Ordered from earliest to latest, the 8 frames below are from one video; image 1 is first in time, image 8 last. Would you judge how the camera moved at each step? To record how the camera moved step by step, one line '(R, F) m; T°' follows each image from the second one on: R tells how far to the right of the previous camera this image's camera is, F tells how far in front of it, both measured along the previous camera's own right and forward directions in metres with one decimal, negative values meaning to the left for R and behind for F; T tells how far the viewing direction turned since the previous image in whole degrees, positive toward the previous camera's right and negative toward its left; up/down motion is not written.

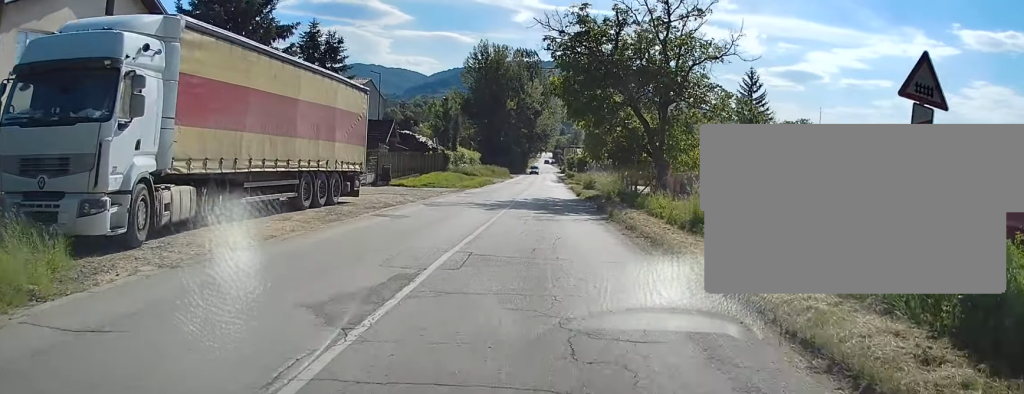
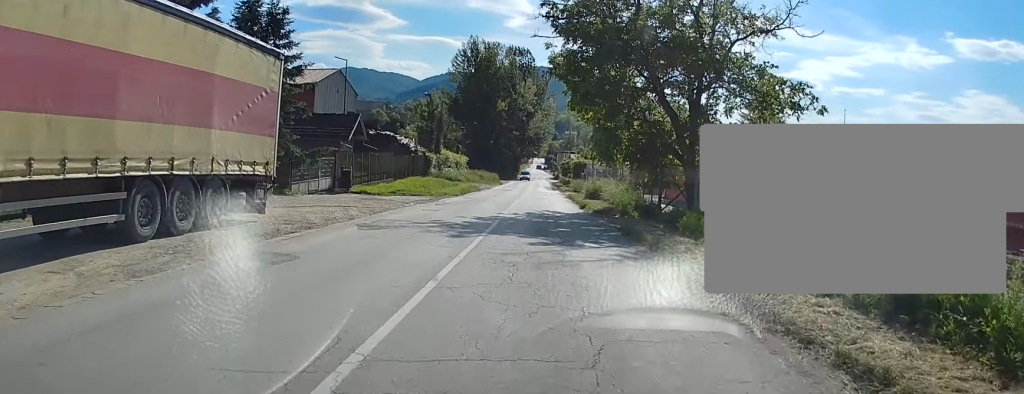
(0.0, +8.8) m; -1°
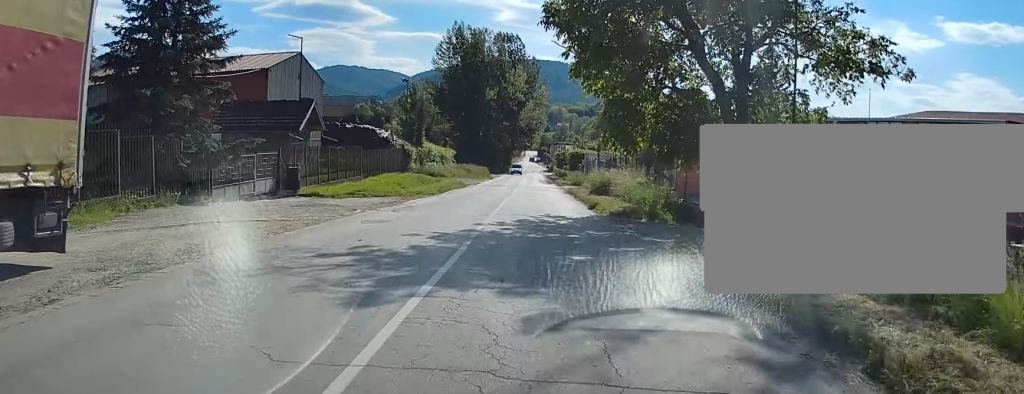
(0.0, +8.0) m; -1°
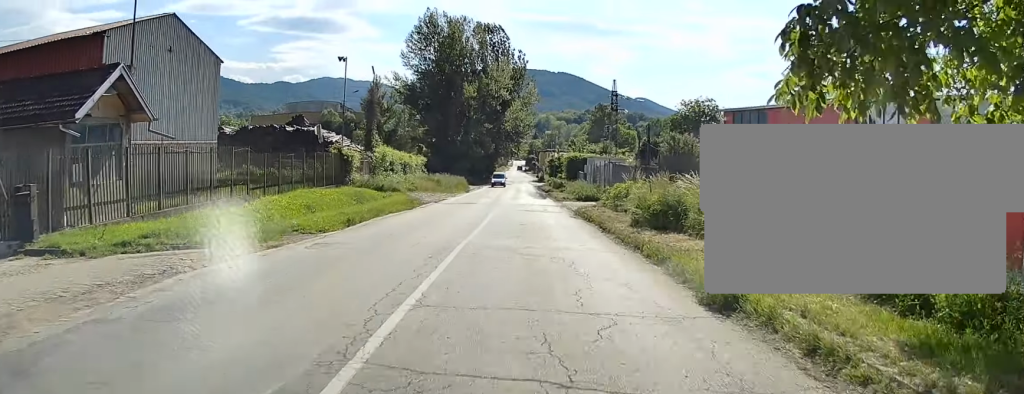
(-0.6, +17.9) m; -1°
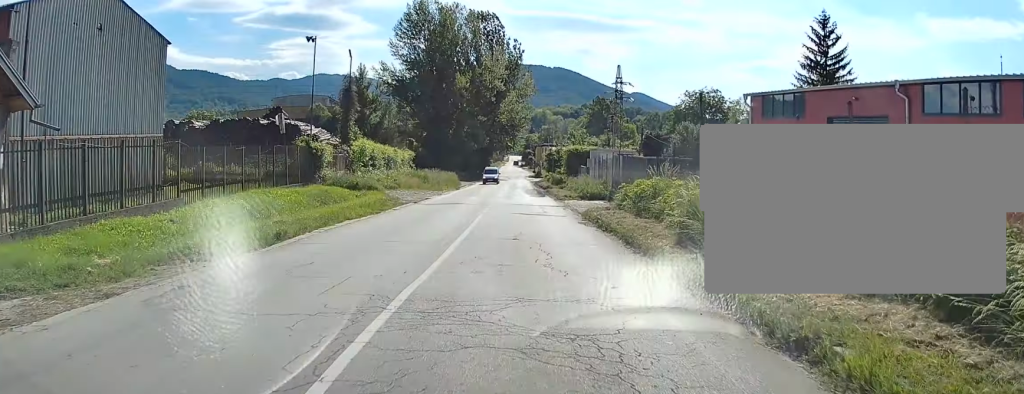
(-0.1, +6.1) m; +1°
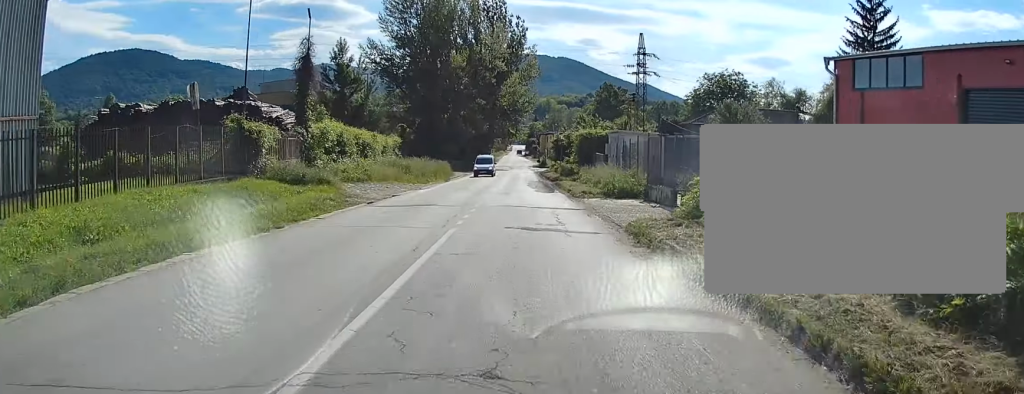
(+0.3, +10.2) m; +1°
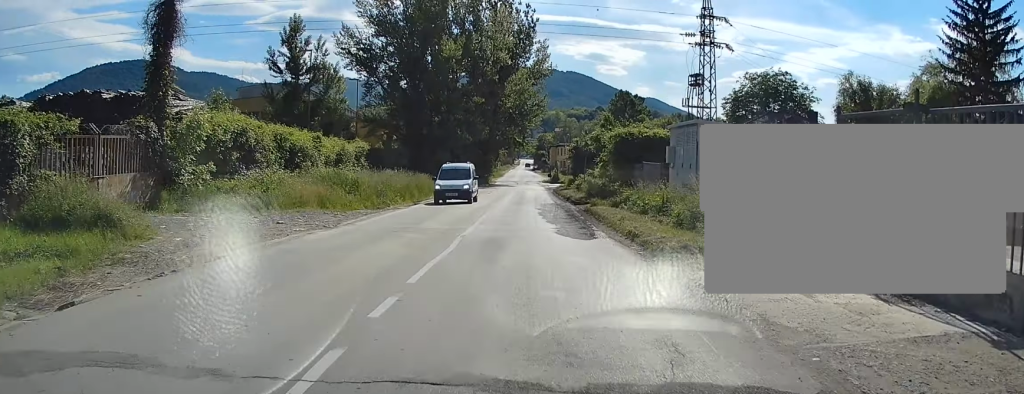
(+0.1, +16.7) m; -2°
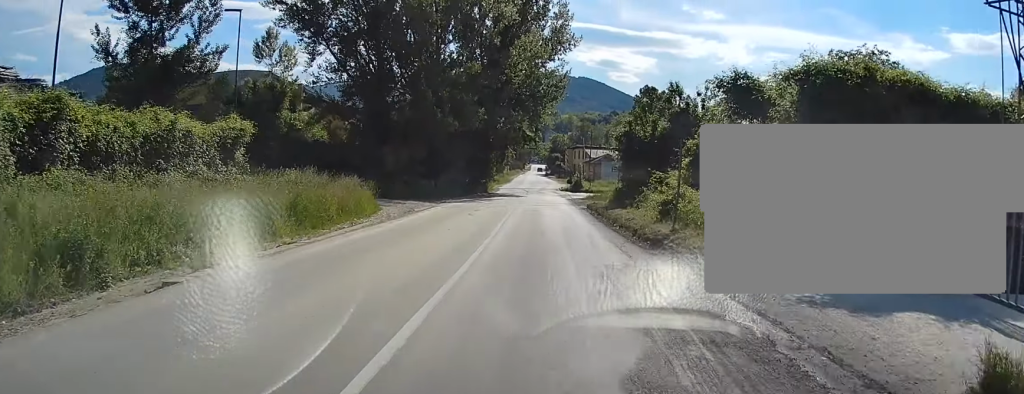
(0.0, +23.0) m; +2°
